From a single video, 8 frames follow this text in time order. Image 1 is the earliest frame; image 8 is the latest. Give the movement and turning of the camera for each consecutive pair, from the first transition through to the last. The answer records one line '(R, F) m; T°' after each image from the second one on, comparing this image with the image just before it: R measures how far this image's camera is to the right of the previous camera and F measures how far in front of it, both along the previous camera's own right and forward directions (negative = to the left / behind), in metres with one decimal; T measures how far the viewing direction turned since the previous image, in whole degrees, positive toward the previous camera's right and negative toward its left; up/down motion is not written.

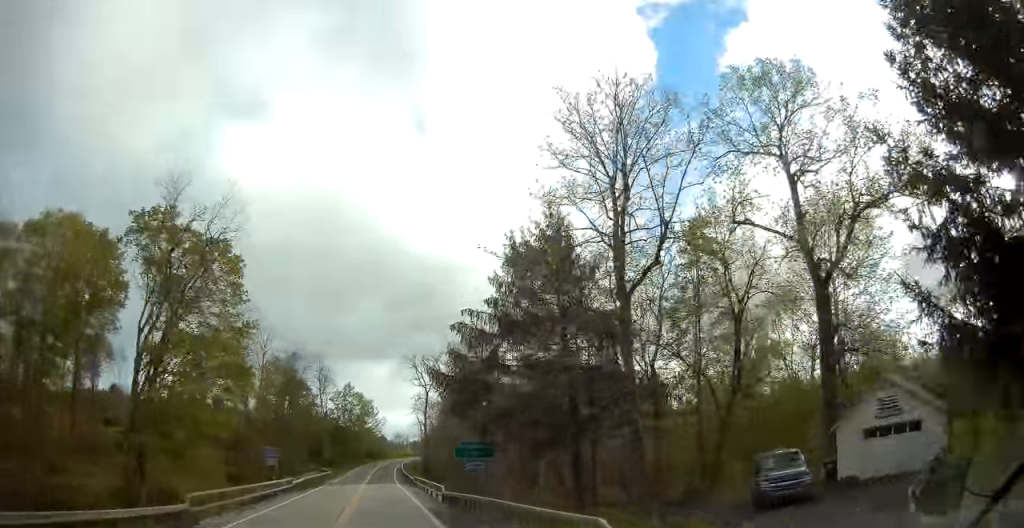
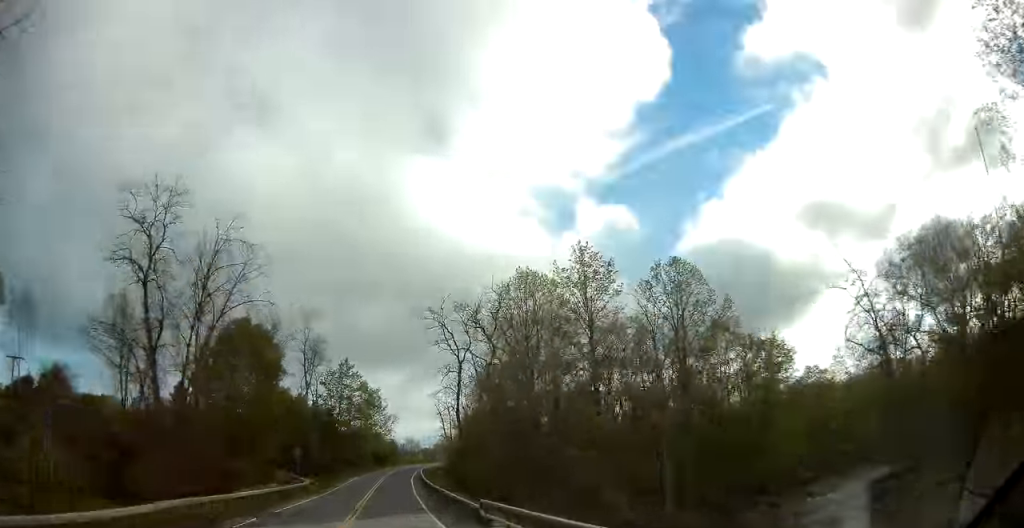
(-0.3, +31.7) m; -1°
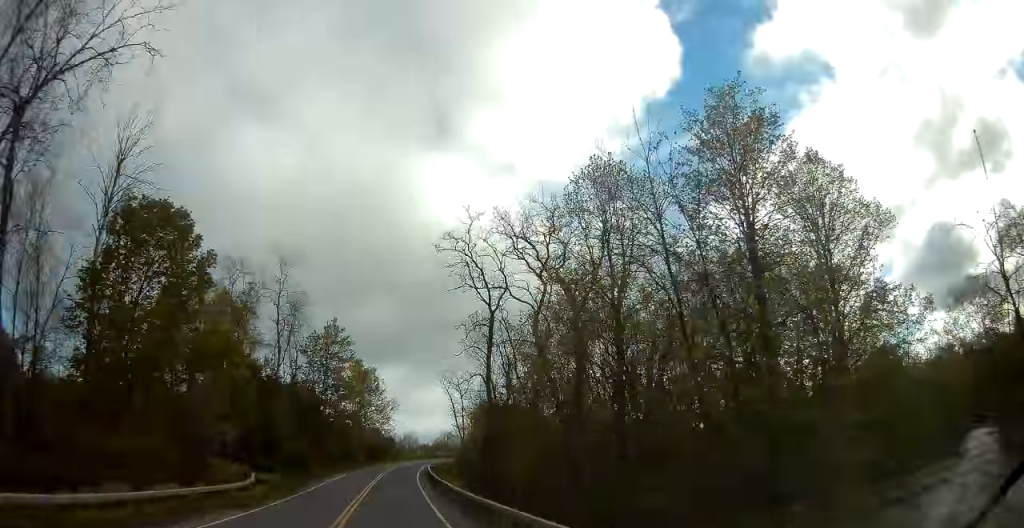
(0.0, +19.4) m; 0°
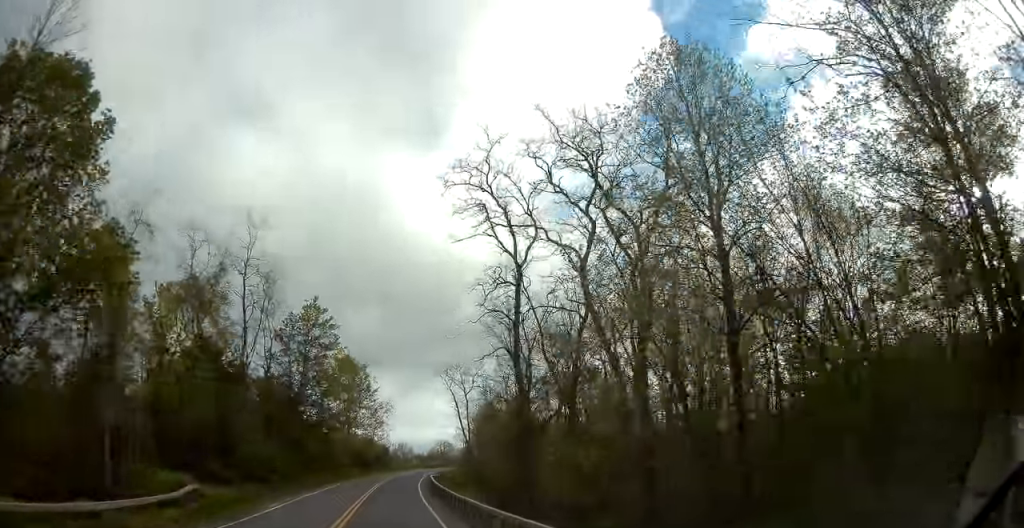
(-0.2, +11.7) m; 0°
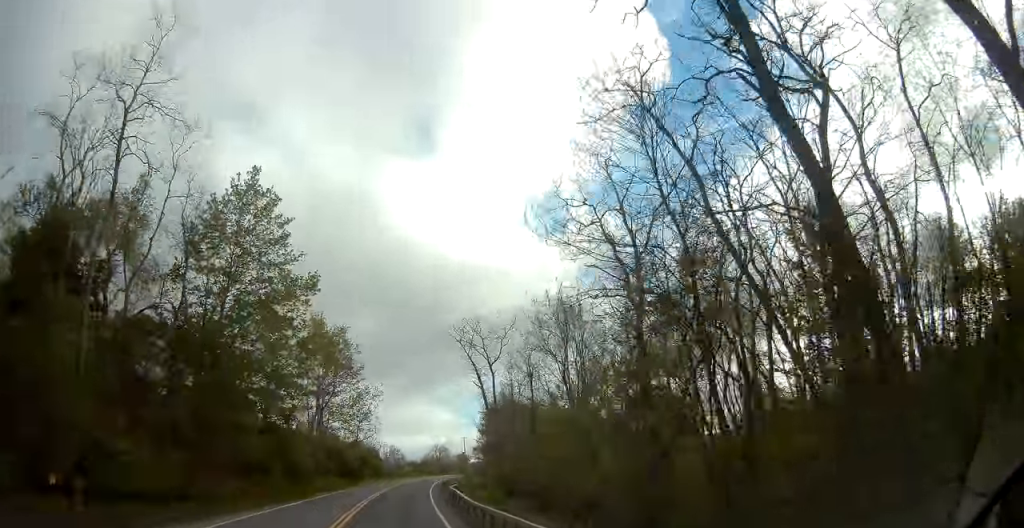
(+0.2, +24.0) m; +1°
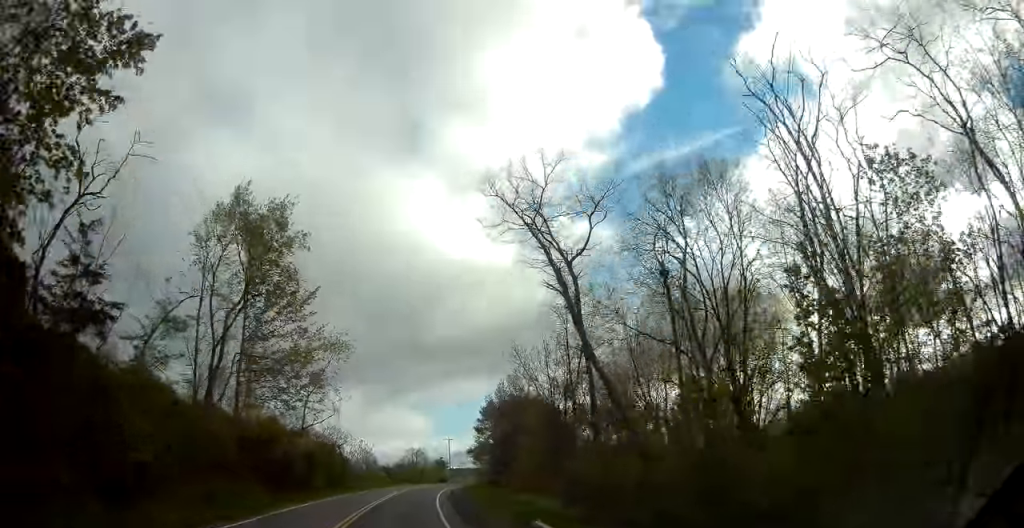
(+0.4, +27.0) m; +1°
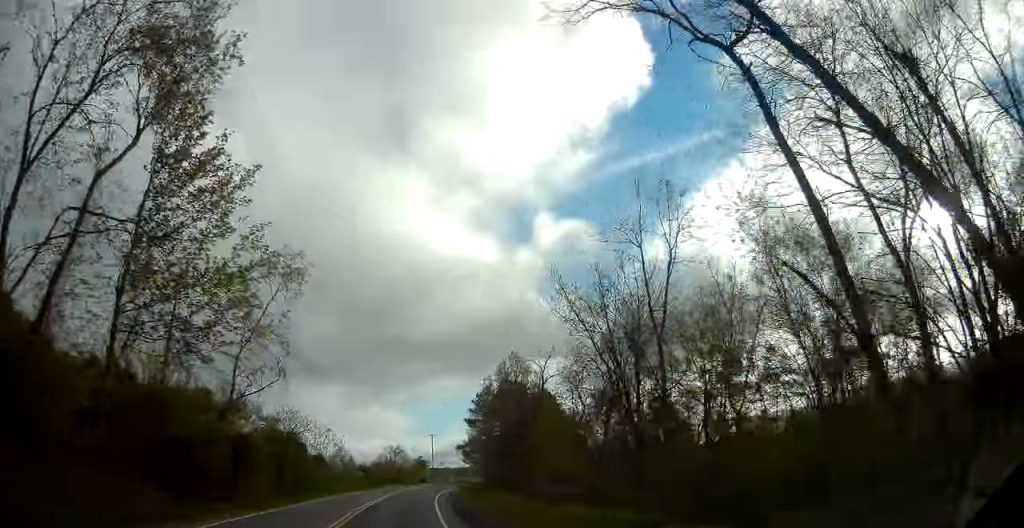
(0.0, +14.6) m; +1°
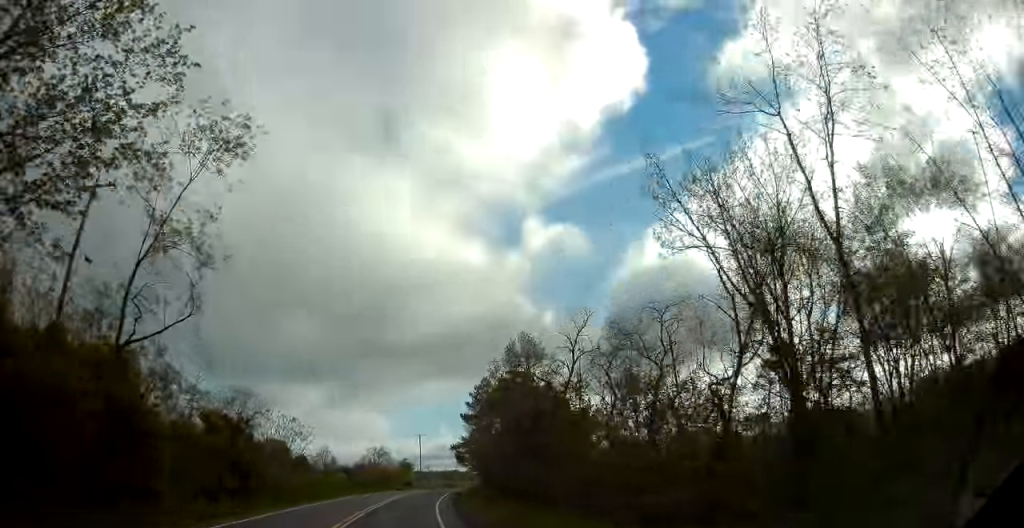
(-0.3, +11.4) m; +1°
